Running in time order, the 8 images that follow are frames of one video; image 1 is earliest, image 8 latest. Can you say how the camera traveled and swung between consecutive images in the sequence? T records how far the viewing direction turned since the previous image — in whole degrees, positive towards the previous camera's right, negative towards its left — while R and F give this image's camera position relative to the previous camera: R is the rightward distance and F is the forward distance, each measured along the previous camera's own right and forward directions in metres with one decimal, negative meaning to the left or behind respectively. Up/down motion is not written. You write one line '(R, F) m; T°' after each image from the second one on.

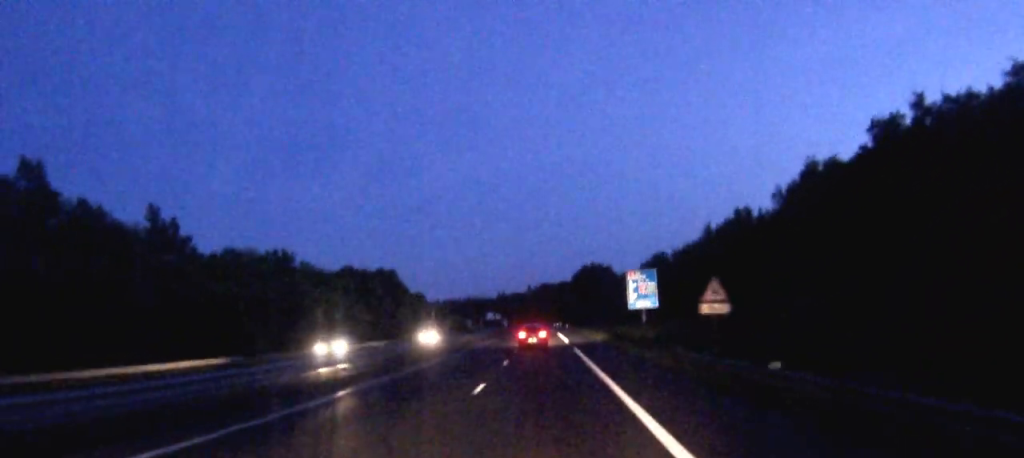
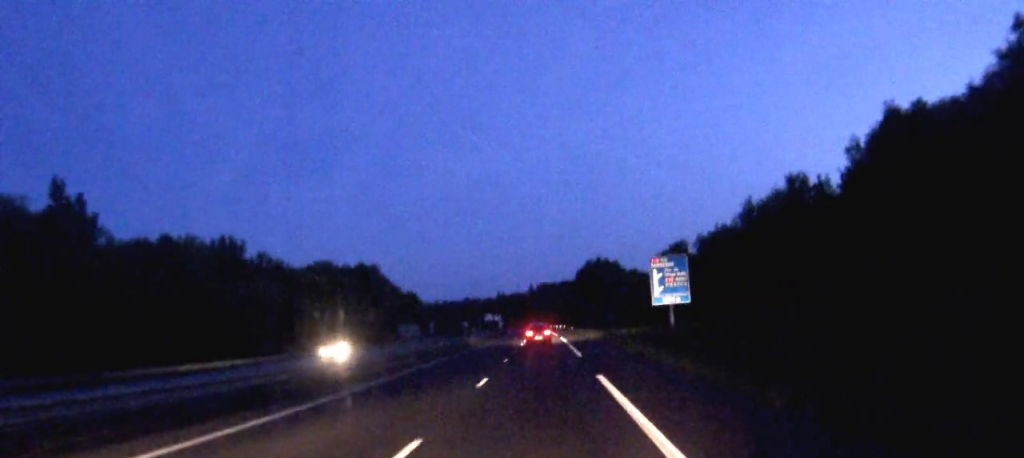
(-0.1, +23.6) m; 0°
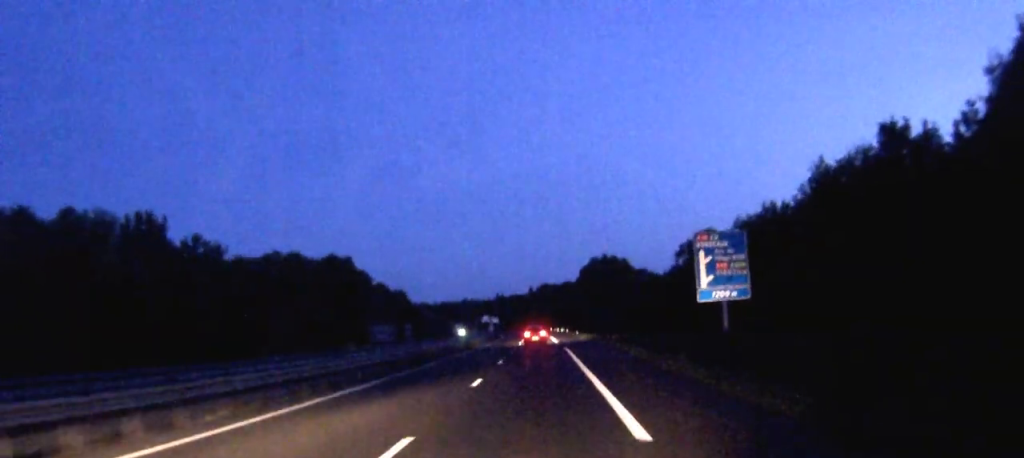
(-0.1, +26.3) m; 0°
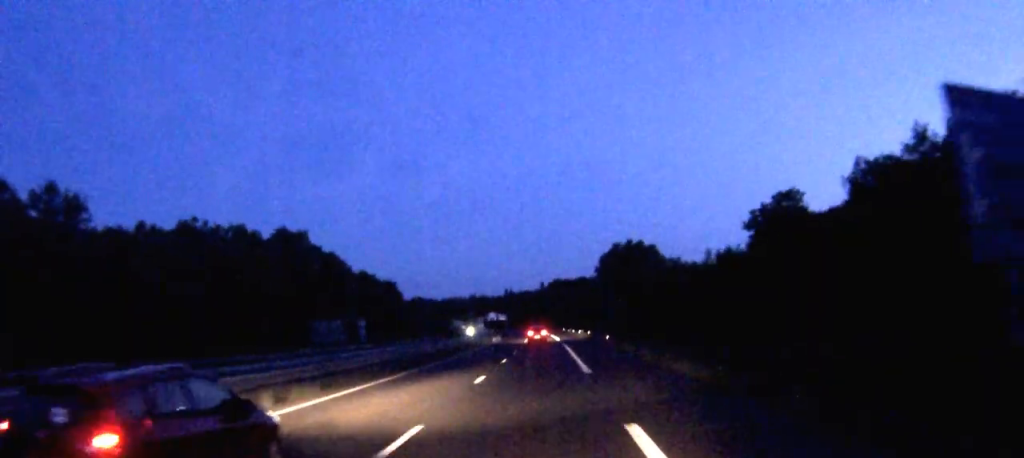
(-0.3, +38.5) m; -1°
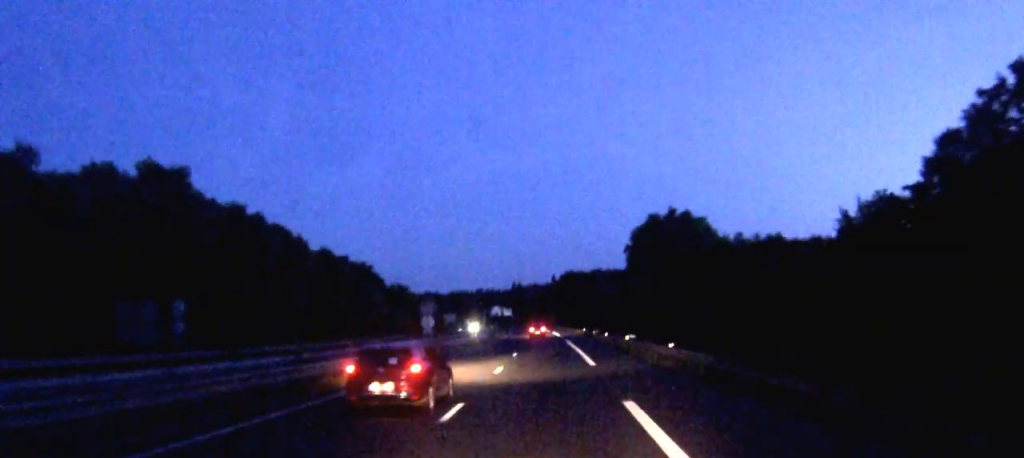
(-0.2, +48.9) m; 0°
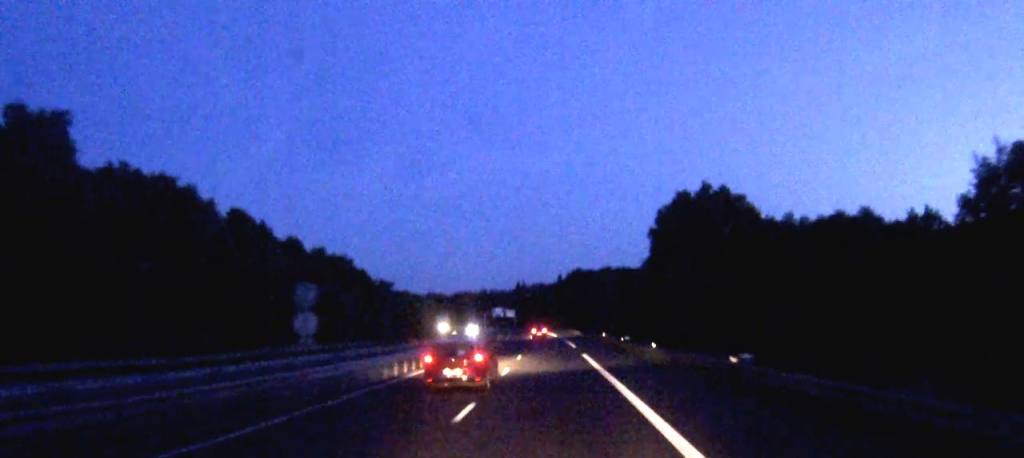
(-0.1, +25.7) m; 0°
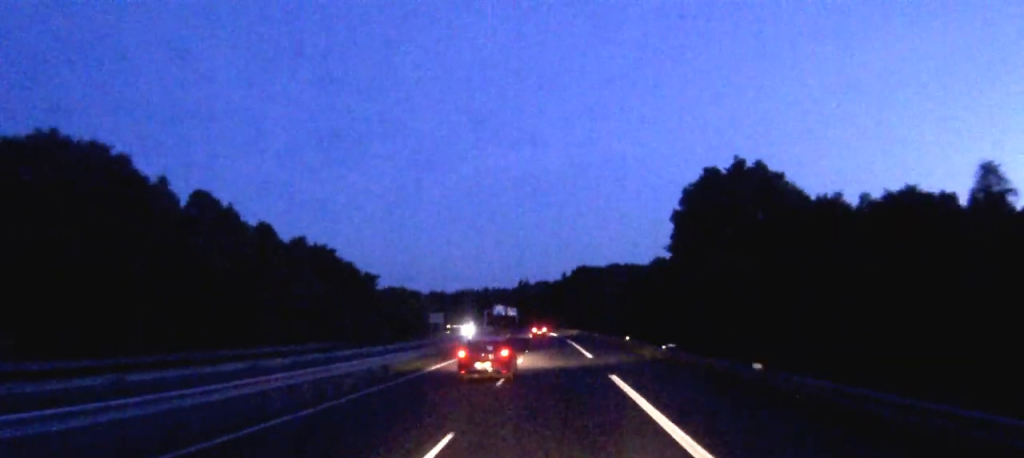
(-0.1, +17.7) m; 0°
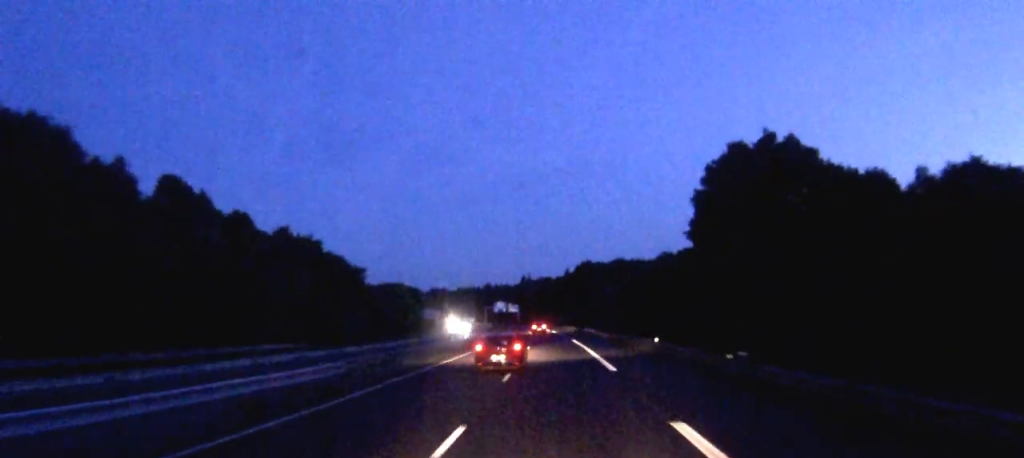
(0.0, +12.4) m; 0°
